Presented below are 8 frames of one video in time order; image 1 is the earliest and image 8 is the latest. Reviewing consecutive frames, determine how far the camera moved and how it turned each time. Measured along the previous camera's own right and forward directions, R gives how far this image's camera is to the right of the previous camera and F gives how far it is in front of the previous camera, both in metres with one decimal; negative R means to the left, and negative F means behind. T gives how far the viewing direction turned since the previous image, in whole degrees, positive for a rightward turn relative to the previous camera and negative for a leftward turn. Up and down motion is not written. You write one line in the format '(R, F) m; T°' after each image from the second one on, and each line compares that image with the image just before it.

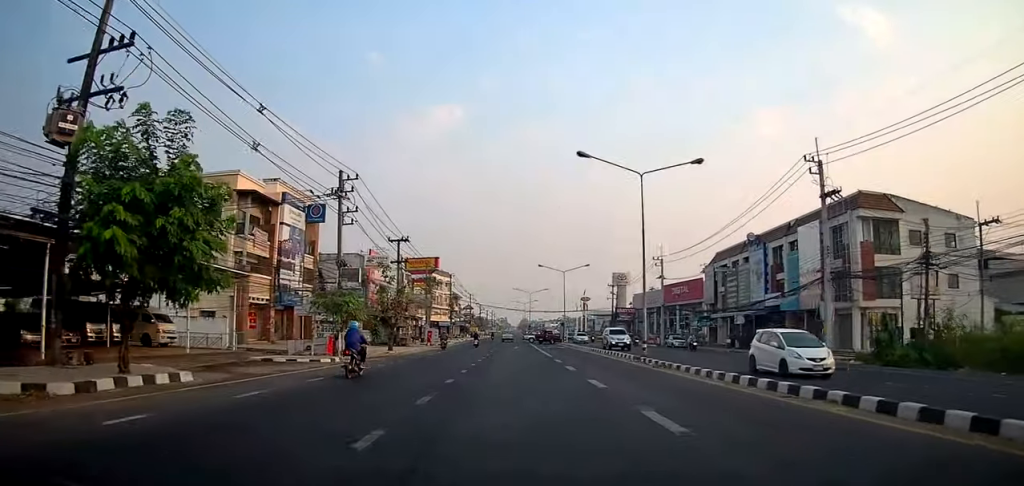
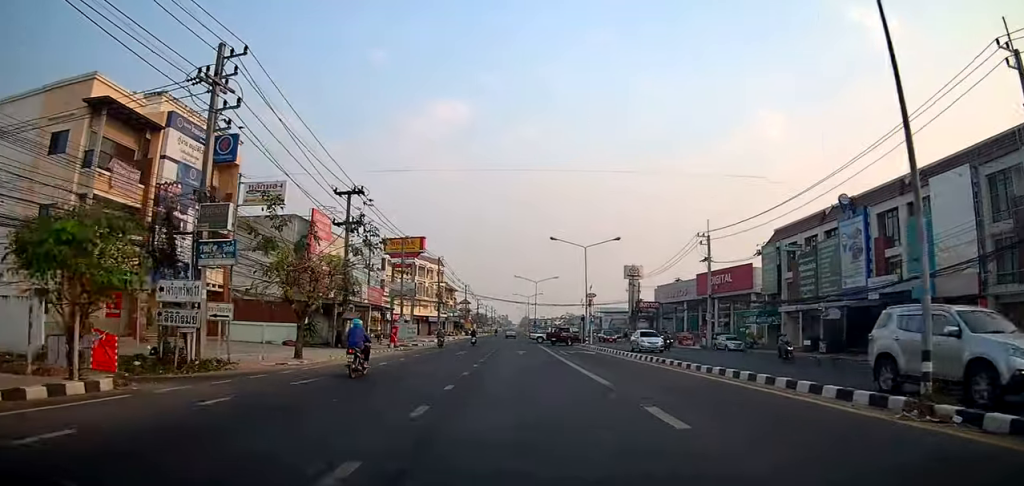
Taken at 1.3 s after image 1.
(0.0, +17.6) m; 0°
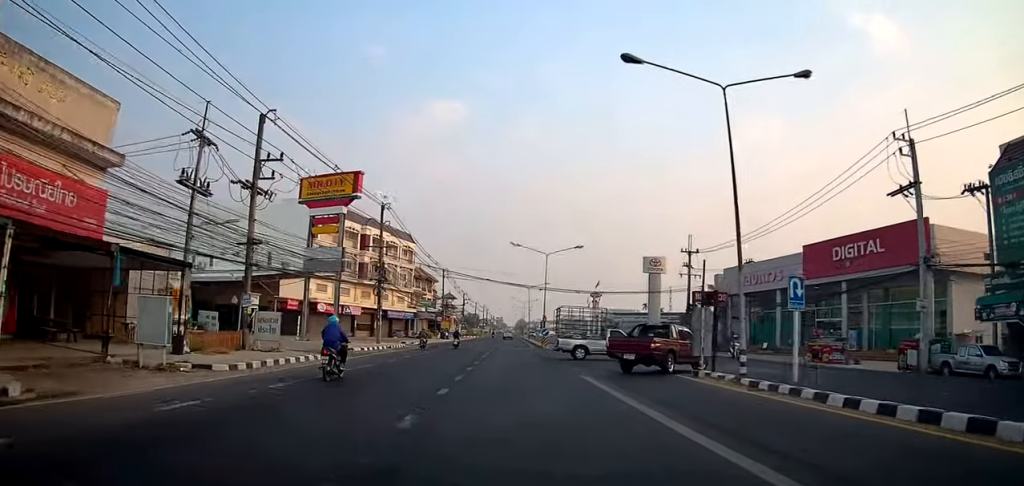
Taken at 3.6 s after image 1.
(0.0, +32.7) m; 0°
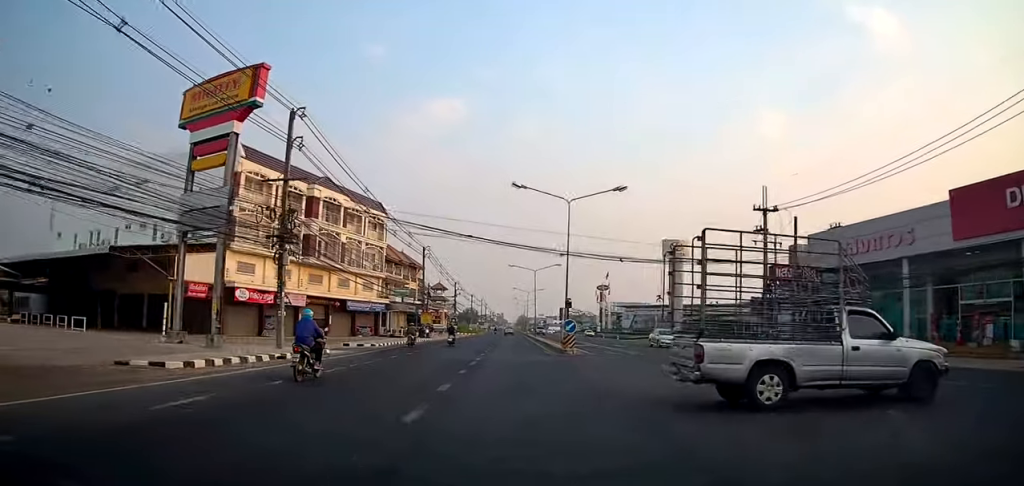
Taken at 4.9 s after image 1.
(0.0, +19.8) m; 0°
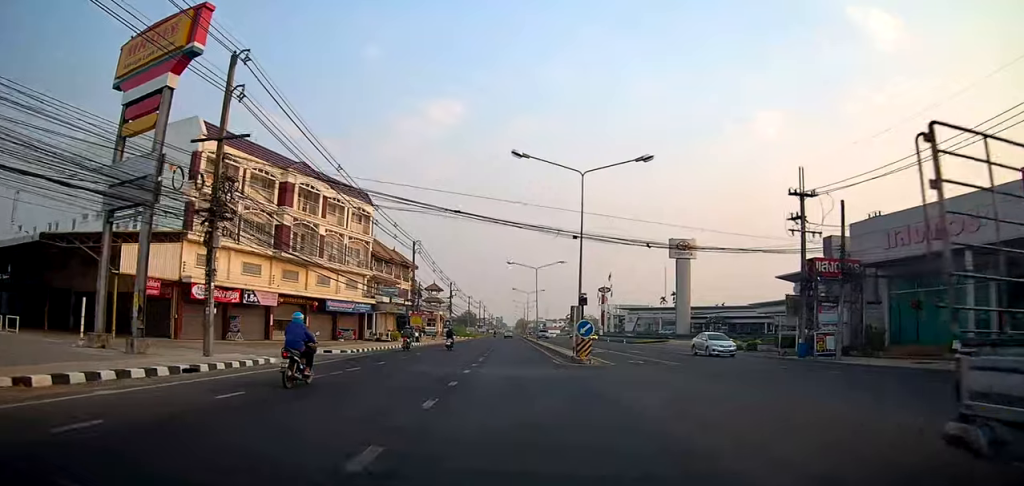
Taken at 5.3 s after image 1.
(0.0, +6.4) m; 0°
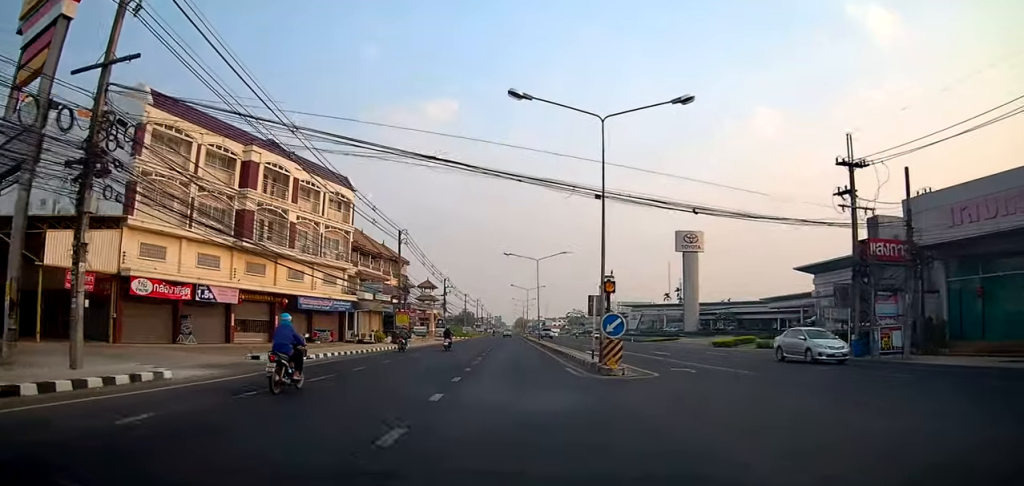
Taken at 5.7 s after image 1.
(0.0, +6.7) m; 0°
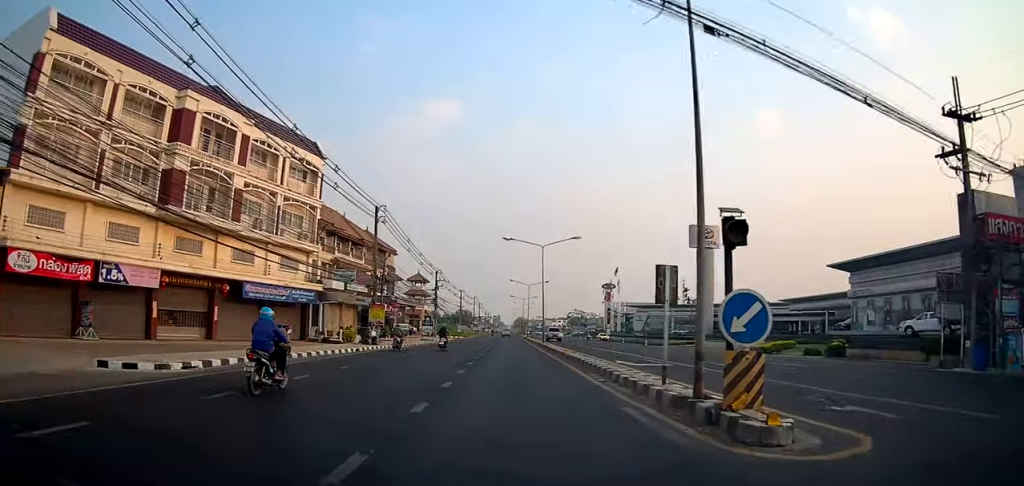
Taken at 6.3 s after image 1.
(0.0, +9.7) m; -1°
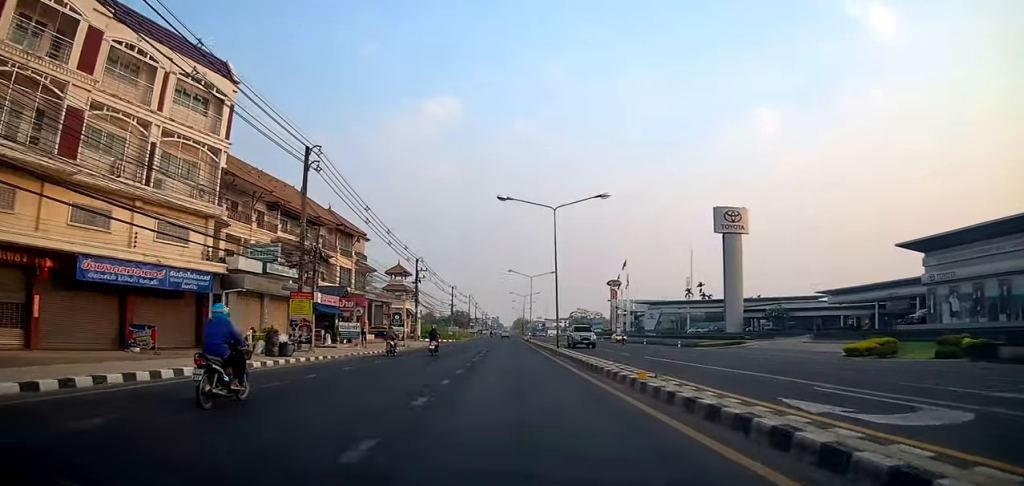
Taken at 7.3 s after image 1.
(-0.3, +15.3) m; -2°
